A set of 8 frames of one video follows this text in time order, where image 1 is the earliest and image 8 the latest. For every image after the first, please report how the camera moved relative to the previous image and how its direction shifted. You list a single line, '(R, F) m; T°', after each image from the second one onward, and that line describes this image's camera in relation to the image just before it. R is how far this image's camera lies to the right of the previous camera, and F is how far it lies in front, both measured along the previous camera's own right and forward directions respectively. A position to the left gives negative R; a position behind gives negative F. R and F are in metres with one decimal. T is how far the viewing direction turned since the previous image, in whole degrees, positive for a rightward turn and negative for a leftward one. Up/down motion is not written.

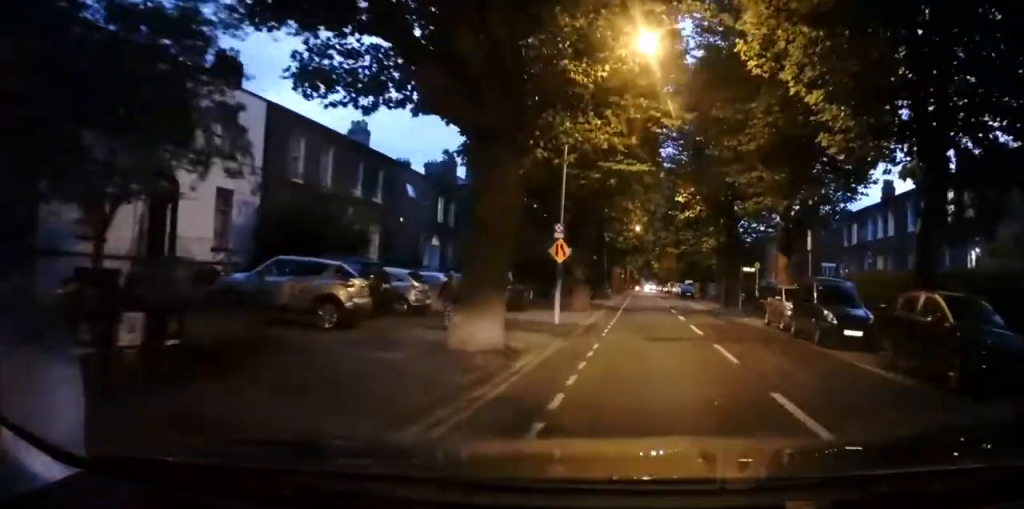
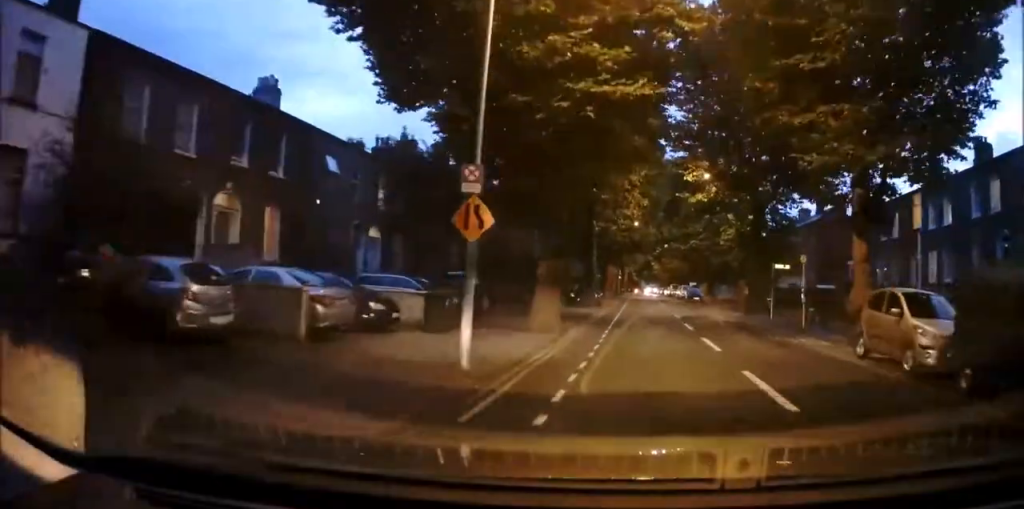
(+0.4, +10.0) m; +3°
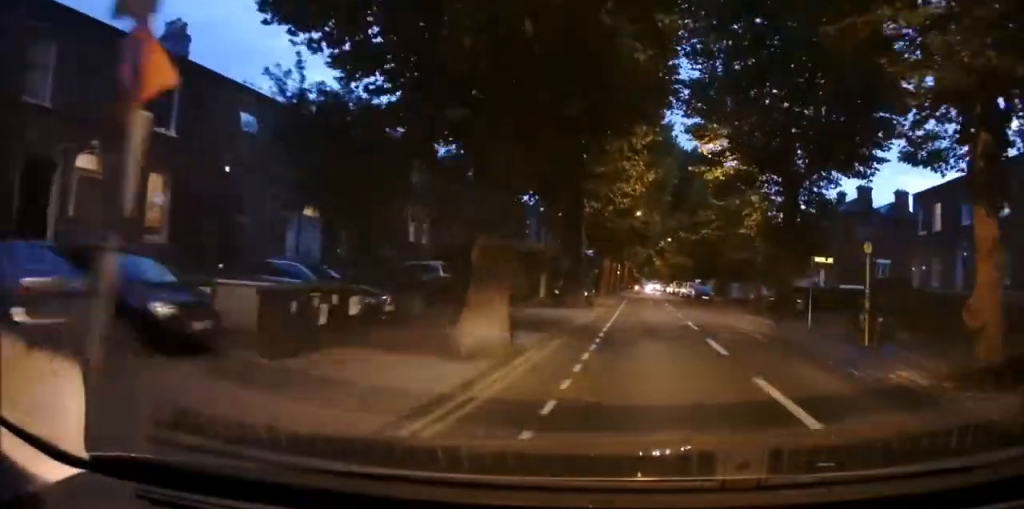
(+0.1, +6.9) m; +2°
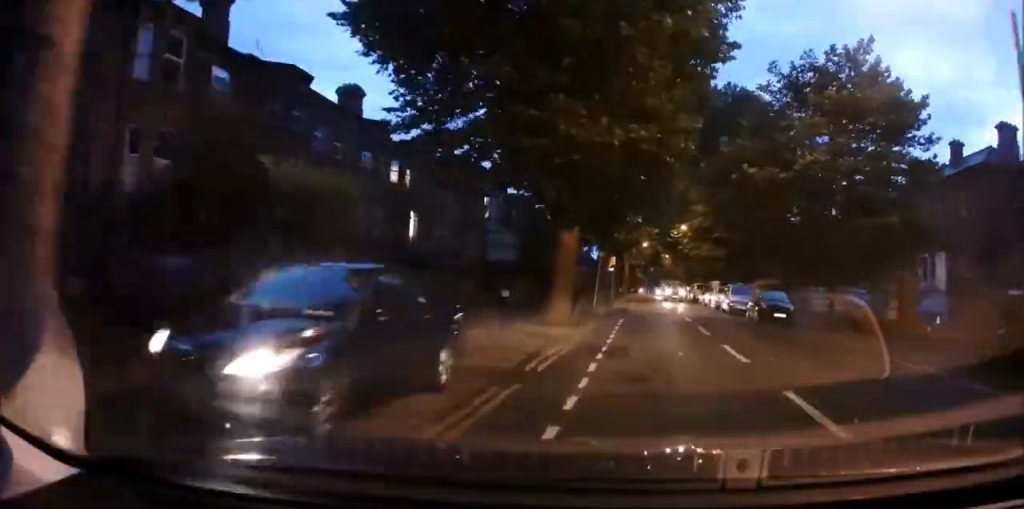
(+0.3, +23.8) m; -2°
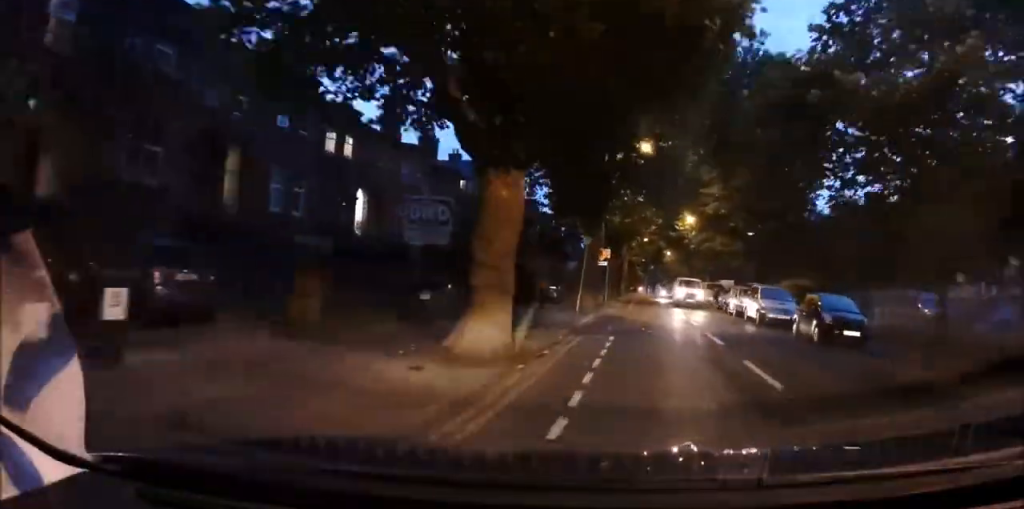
(-0.3, +8.3) m; -2°
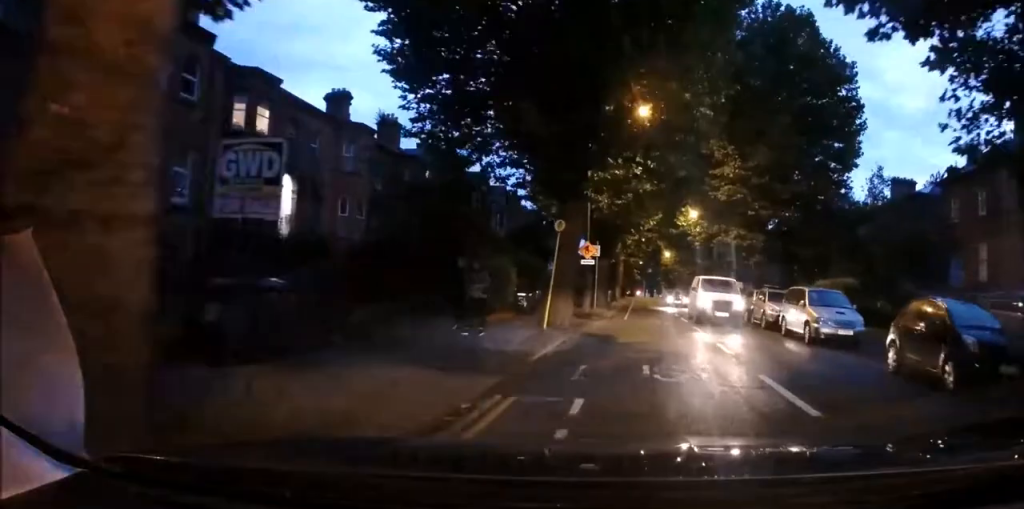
(0.0, +7.5) m; +2°
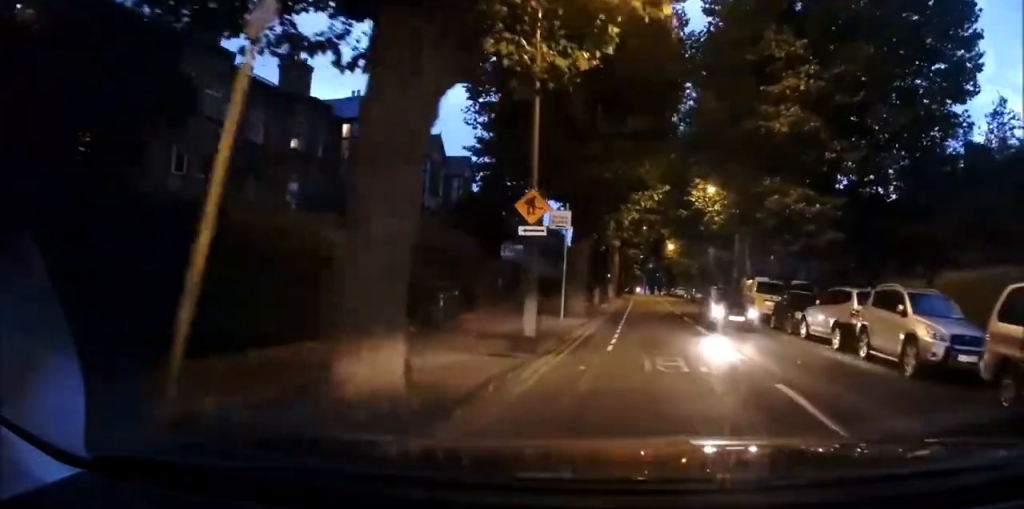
(+0.5, +13.0) m; +2°
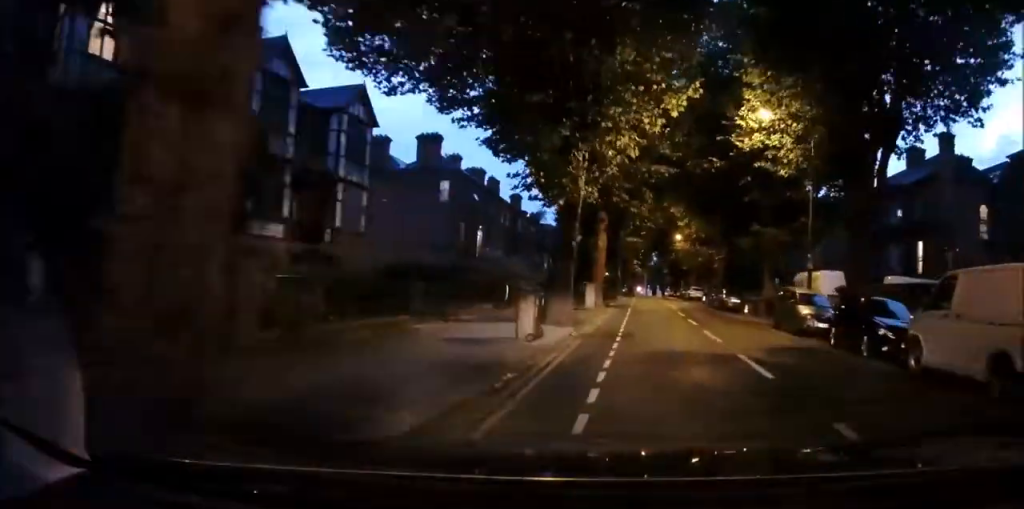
(-0.3, +19.7) m; -1°
